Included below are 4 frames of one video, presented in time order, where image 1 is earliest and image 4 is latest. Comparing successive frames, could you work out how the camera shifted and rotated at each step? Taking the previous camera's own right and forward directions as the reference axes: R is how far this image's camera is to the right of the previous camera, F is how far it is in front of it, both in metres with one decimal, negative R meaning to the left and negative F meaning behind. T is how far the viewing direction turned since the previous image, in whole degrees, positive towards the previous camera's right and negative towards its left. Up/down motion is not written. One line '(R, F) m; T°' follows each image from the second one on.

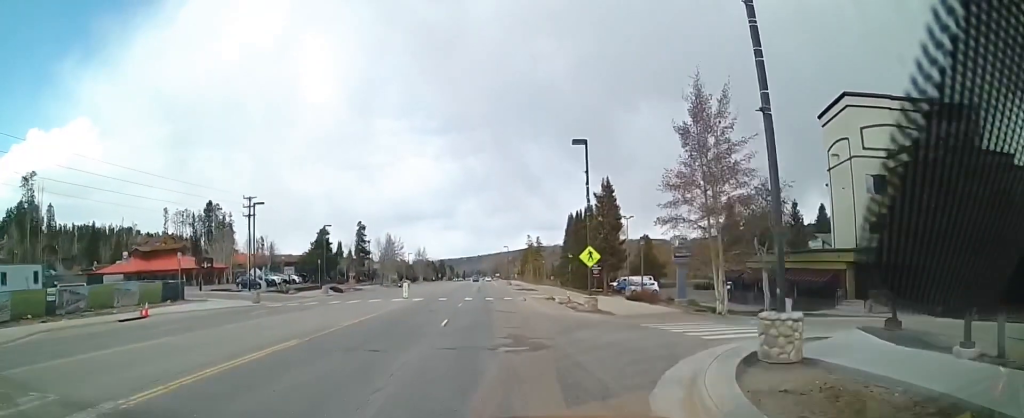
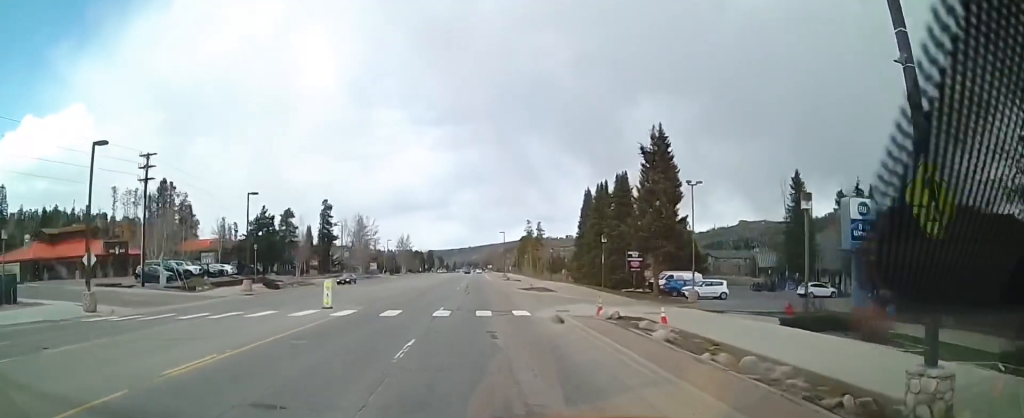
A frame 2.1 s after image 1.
(+0.9, +22.5) m; +2°
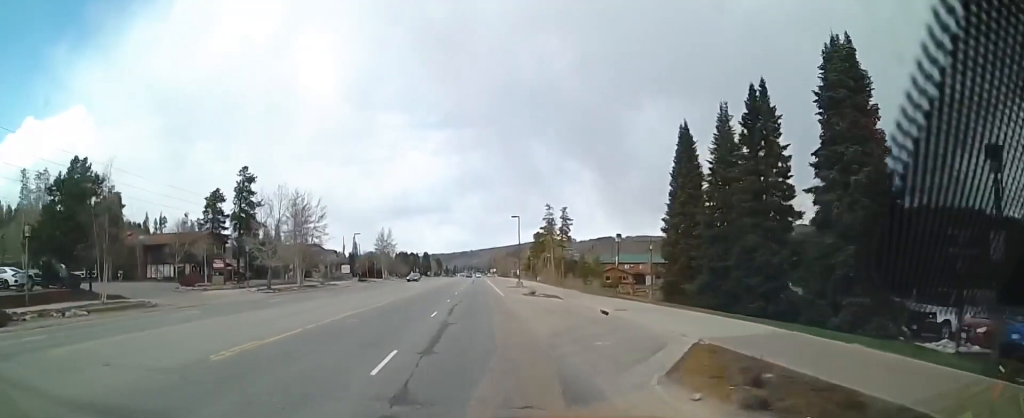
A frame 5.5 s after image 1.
(-0.7, +37.0) m; -2°
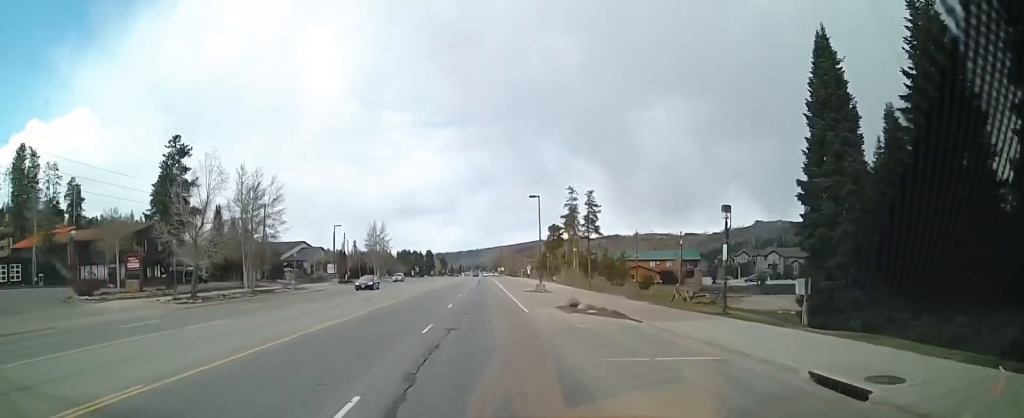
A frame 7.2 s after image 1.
(-0.2, +17.5) m; -1°
